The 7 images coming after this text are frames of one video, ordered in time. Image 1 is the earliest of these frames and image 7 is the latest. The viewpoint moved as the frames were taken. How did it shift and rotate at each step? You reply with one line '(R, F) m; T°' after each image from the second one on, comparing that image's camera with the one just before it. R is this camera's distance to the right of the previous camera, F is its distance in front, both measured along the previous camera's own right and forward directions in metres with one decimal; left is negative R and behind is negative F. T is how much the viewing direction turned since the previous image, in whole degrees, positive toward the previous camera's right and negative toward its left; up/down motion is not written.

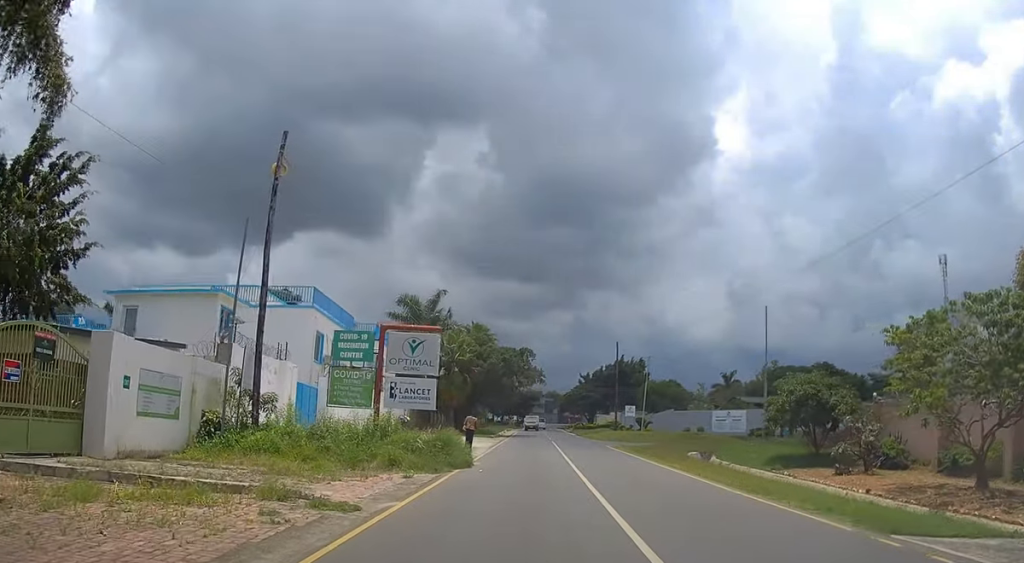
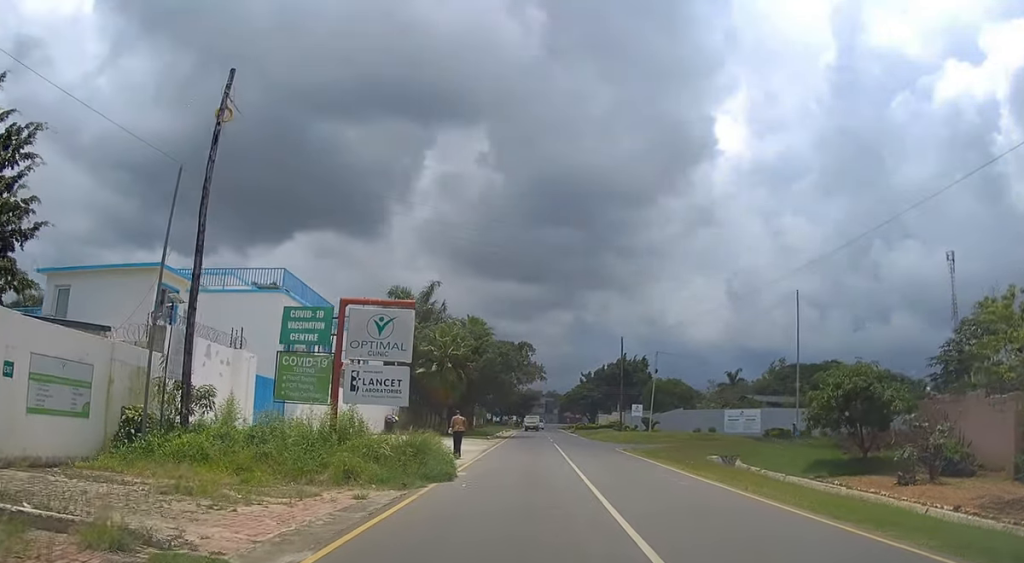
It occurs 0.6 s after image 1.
(0.0, +4.5) m; 0°
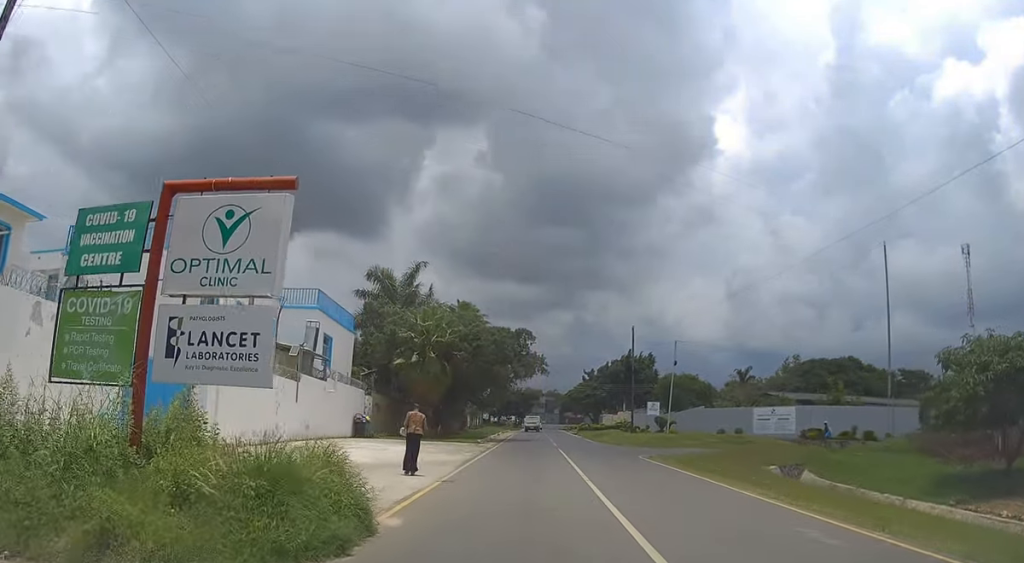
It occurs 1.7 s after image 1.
(0.0, +8.6) m; +1°
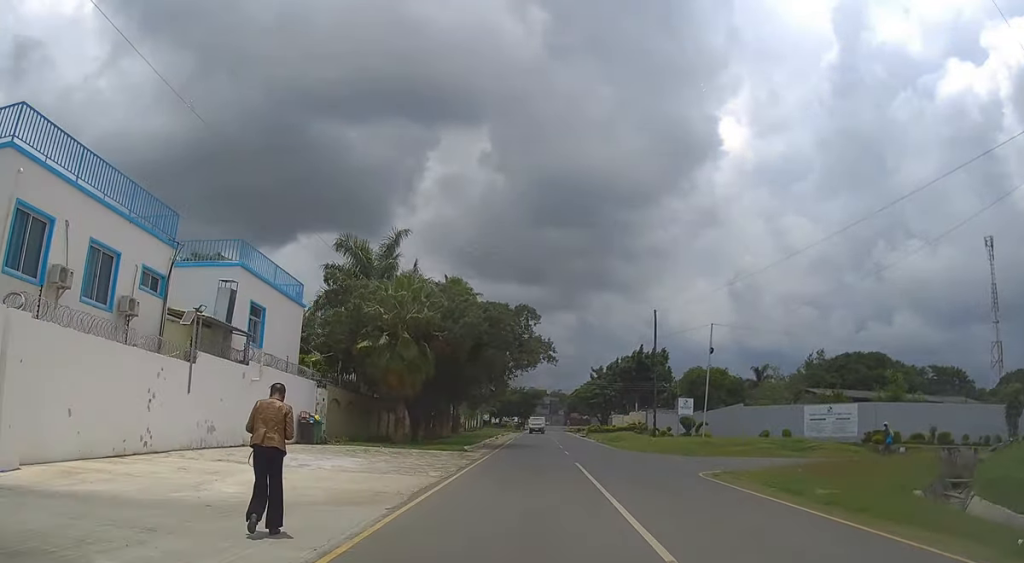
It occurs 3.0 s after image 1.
(0.0, +10.4) m; 0°
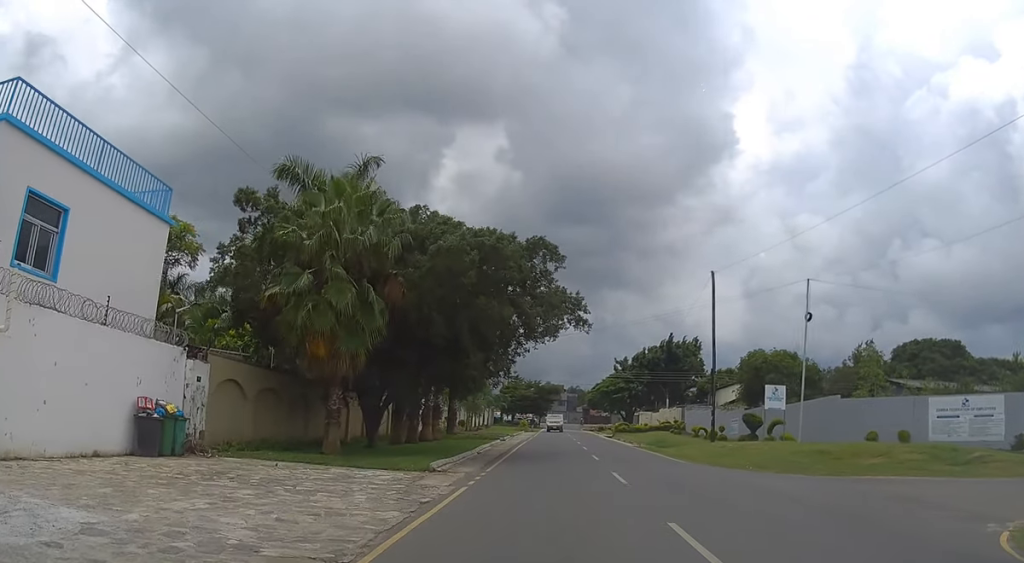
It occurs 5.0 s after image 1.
(0.0, +14.6) m; 0°
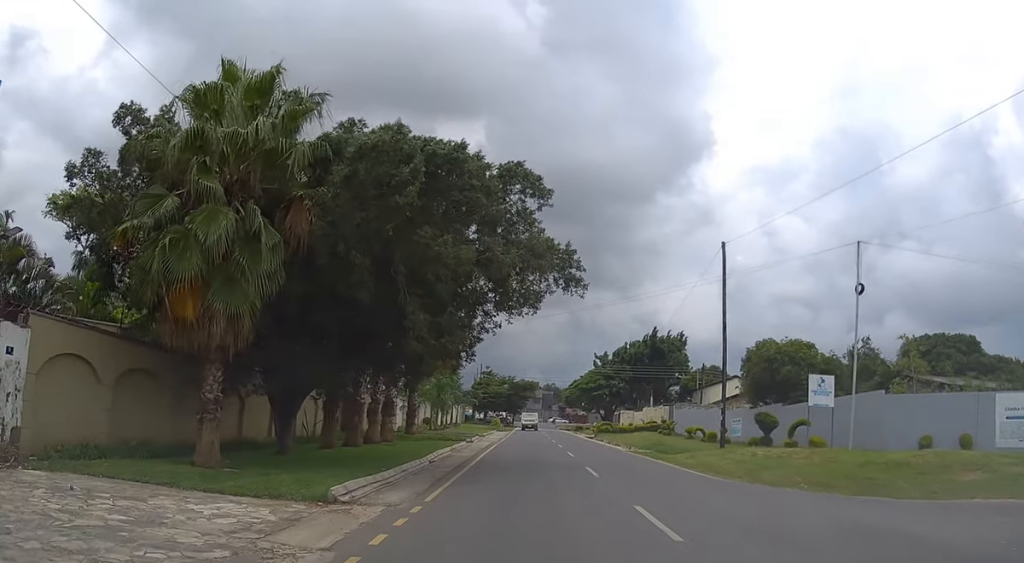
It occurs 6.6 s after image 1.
(-0.1, +8.9) m; -1°
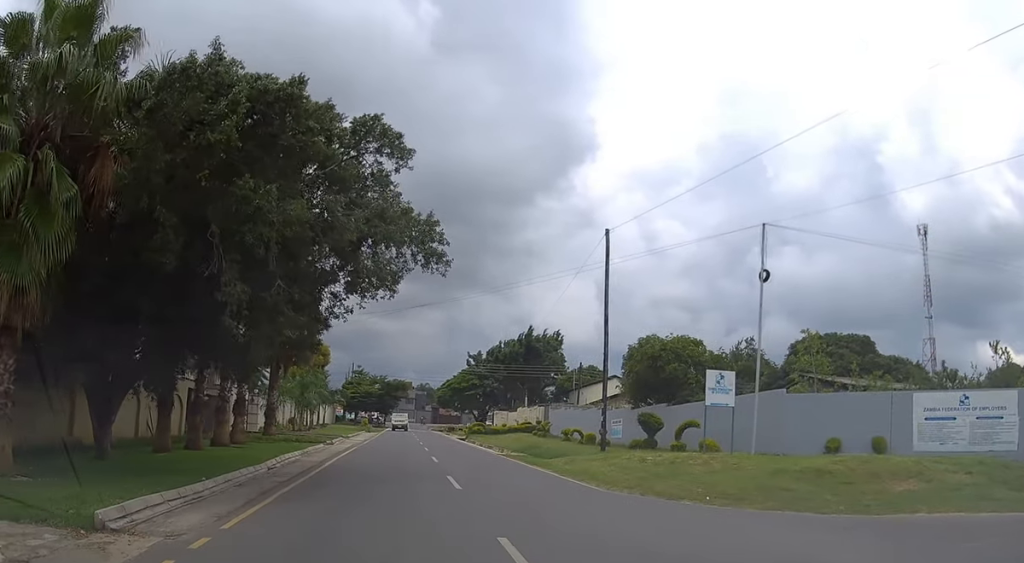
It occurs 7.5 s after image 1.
(+0.1, +3.7) m; +7°
